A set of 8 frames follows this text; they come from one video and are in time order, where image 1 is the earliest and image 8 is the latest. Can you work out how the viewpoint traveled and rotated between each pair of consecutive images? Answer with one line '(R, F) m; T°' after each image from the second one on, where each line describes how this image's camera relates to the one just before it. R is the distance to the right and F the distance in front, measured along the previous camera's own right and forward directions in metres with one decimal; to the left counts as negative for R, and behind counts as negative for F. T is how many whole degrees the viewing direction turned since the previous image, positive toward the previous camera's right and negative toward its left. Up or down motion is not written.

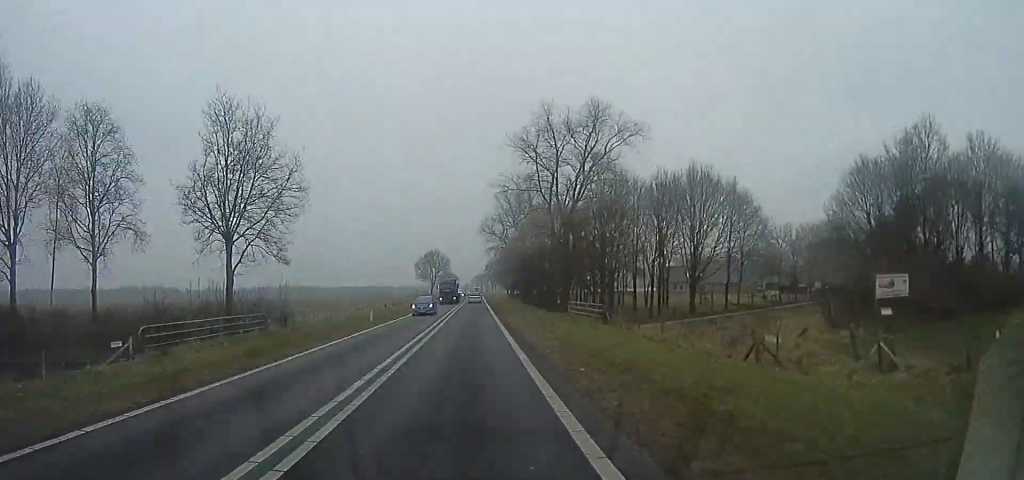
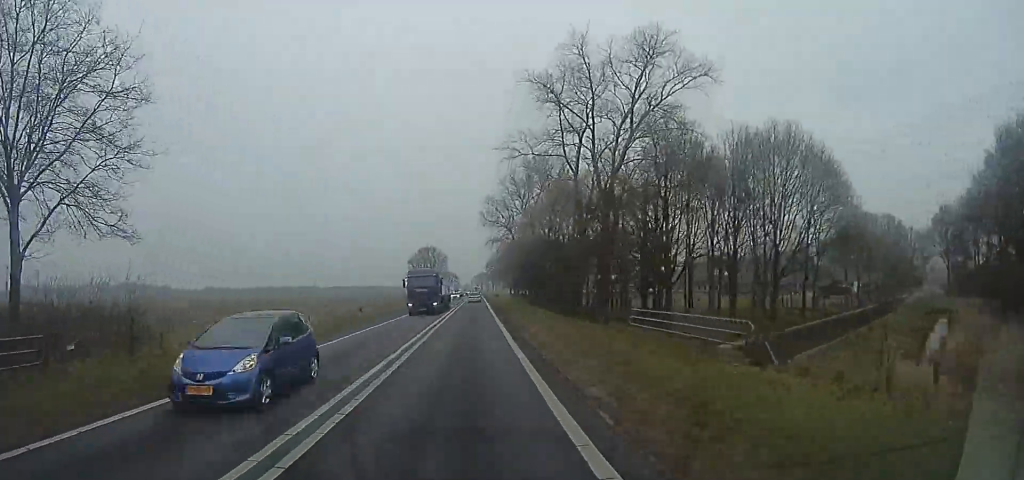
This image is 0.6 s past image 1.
(+0.1, +15.5) m; 0°
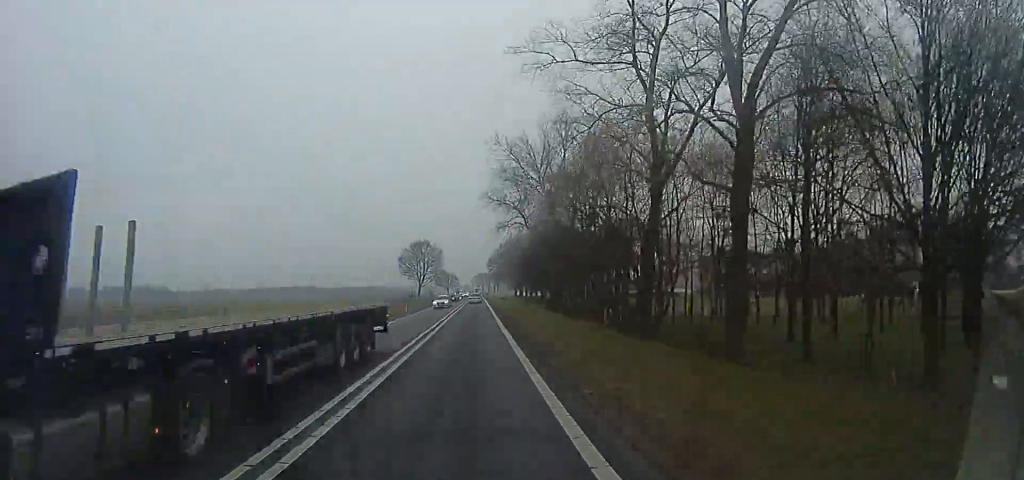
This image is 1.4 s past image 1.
(0.0, +18.9) m; 0°
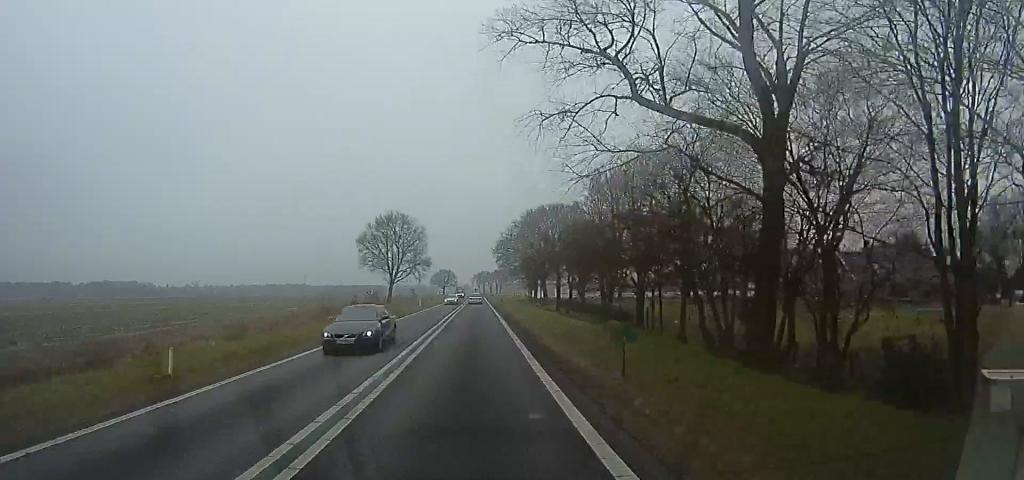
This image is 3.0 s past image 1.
(0.0, +39.8) m; 0°
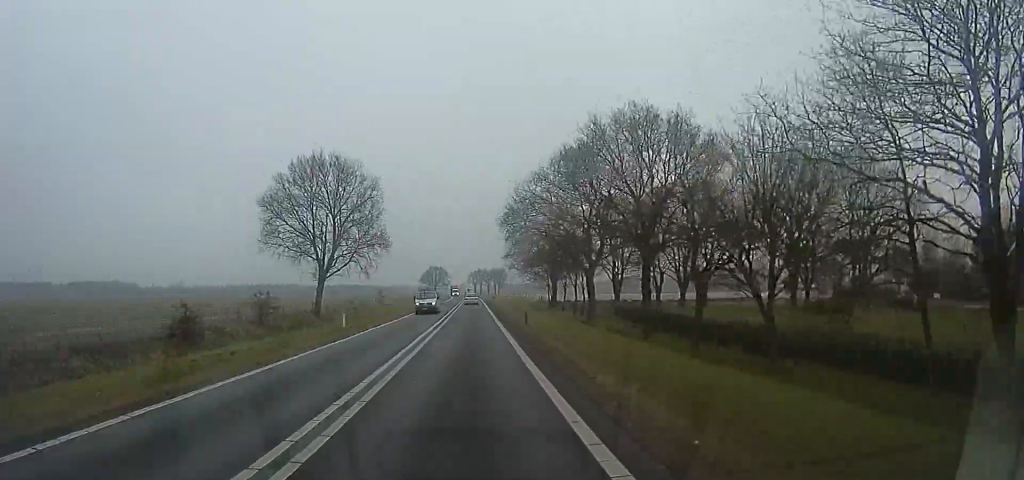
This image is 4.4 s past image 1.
(0.0, +34.1) m; 0°
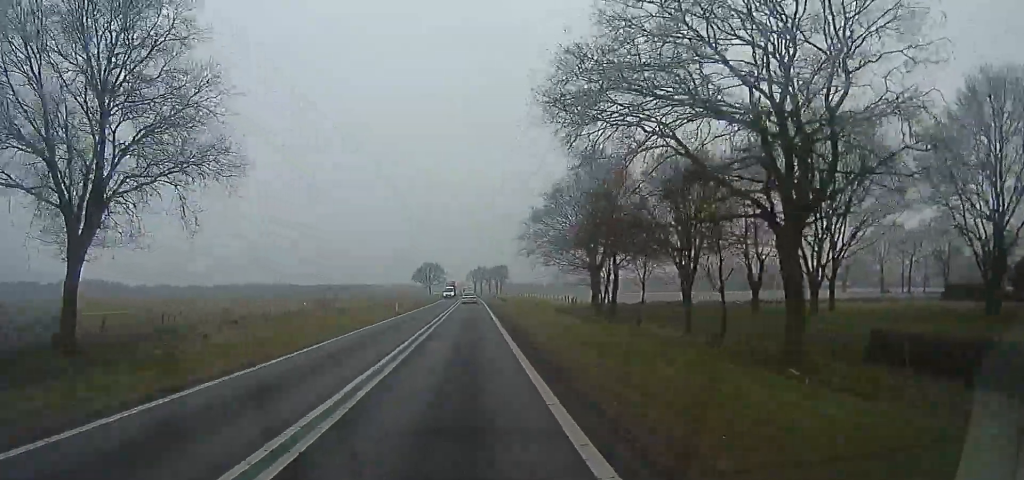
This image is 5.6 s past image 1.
(0.0, +29.8) m; 0°
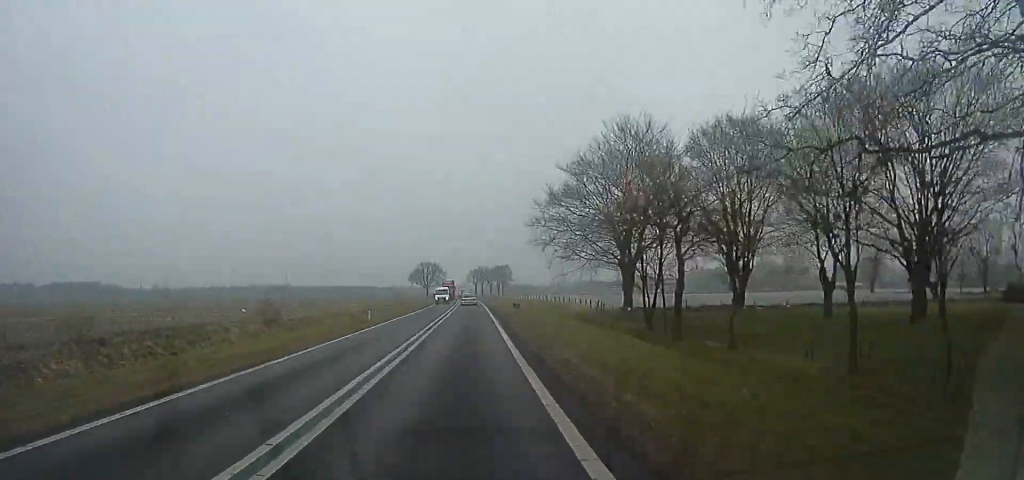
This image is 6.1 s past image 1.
(0.0, +12.2) m; 0°
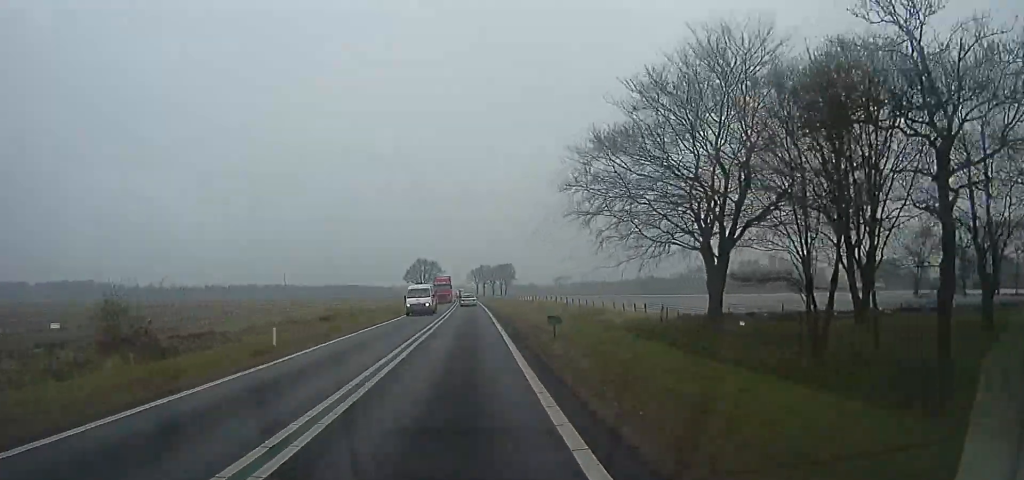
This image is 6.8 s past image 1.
(0.0, +16.6) m; 0°
